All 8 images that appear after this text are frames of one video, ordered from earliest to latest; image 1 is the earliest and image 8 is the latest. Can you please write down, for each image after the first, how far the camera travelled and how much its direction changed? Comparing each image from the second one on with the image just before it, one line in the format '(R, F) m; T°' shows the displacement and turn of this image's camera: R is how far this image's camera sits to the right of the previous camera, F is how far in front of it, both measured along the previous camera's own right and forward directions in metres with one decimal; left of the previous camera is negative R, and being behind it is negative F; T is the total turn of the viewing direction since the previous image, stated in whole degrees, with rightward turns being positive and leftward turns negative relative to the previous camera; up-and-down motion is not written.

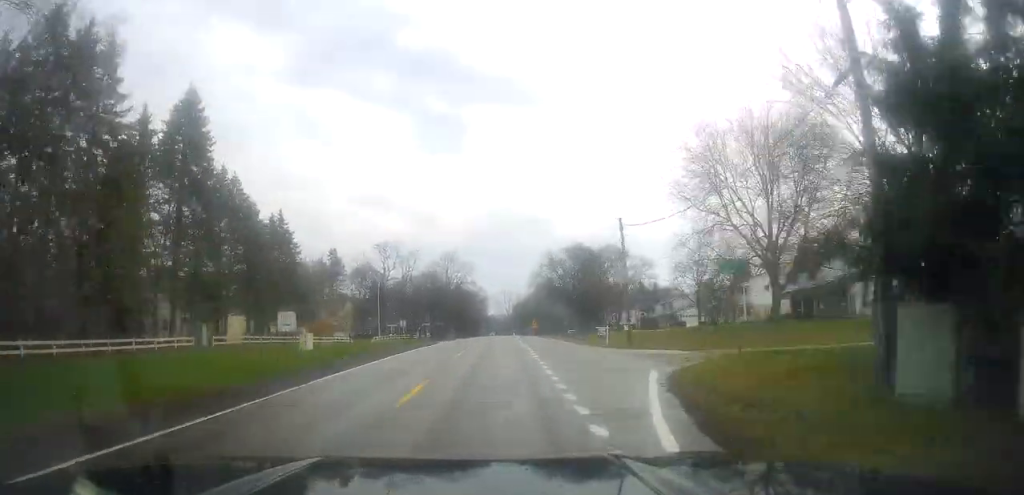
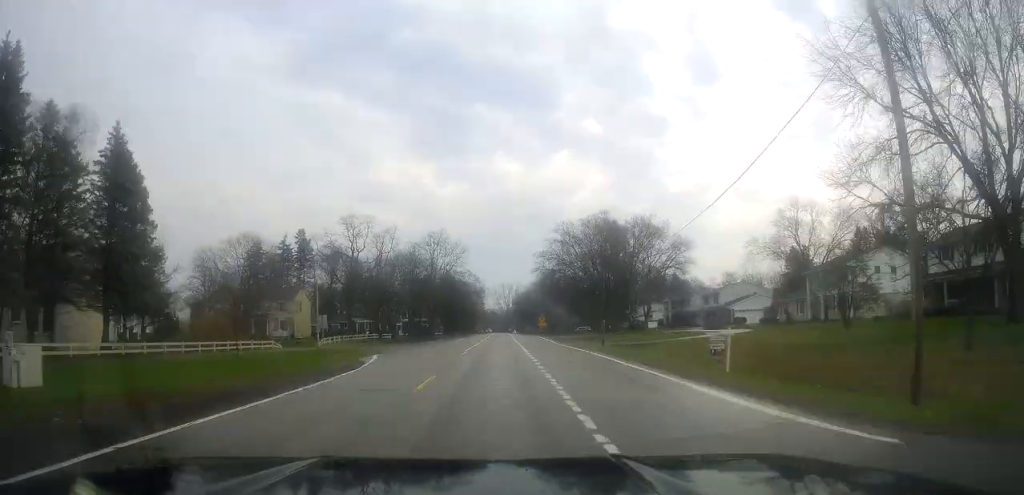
(+0.2, +27.7) m; -1°
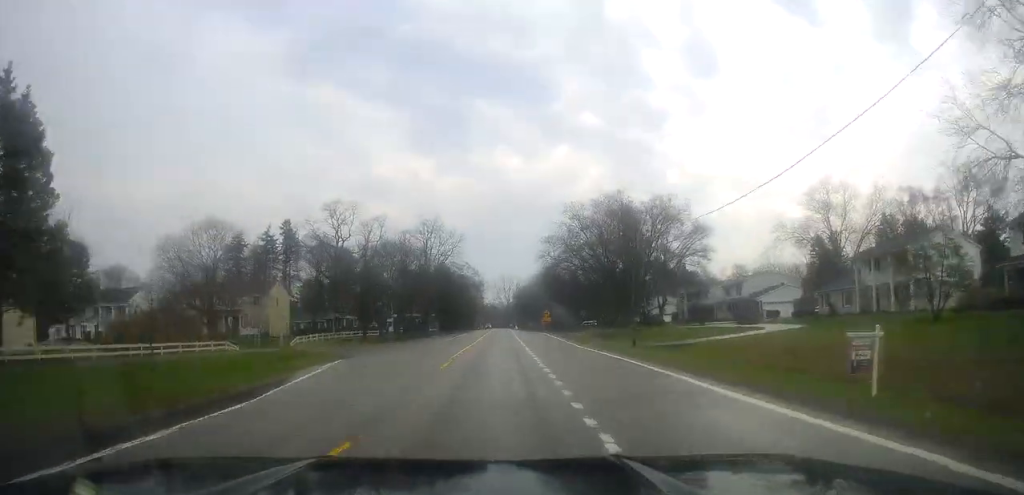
(-0.2, +10.0) m; -1°
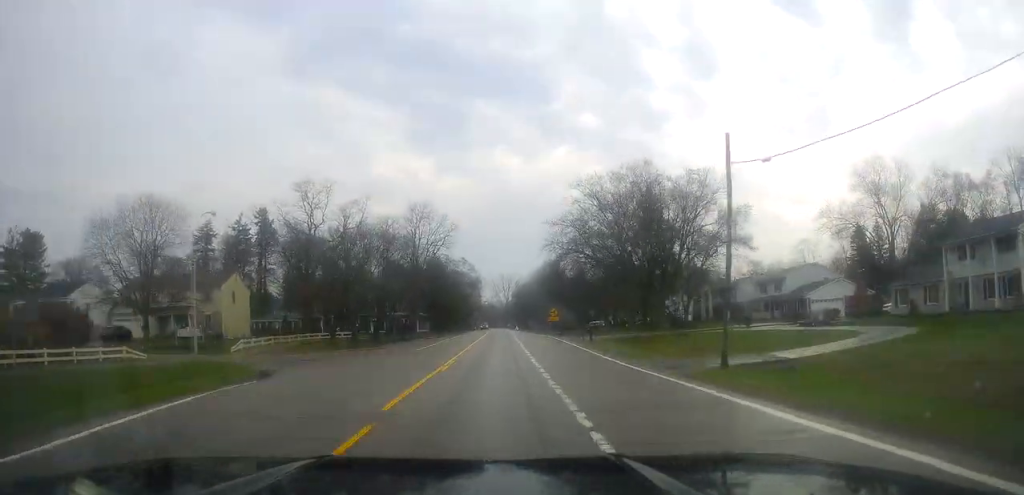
(0.0, +13.7) m; -1°
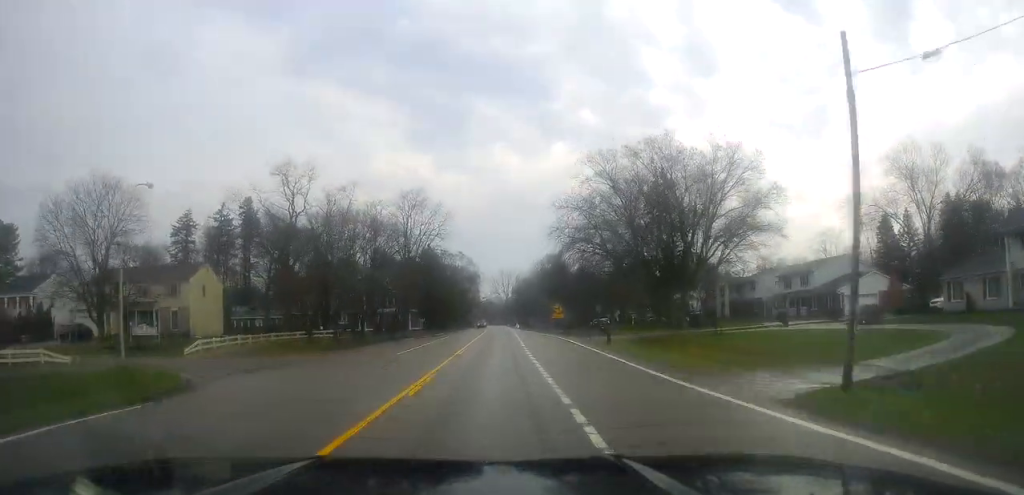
(+0.1, +7.5) m; -1°
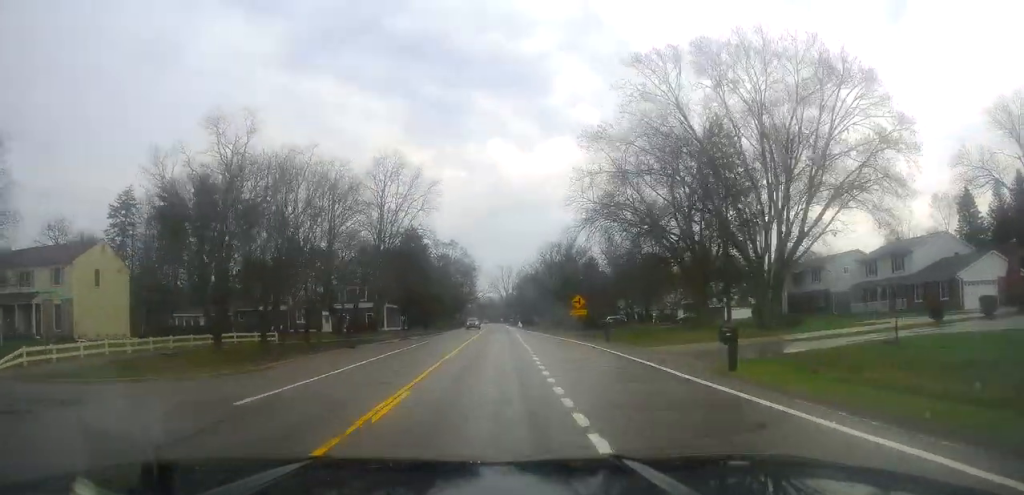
(-0.5, +18.5) m; +2°
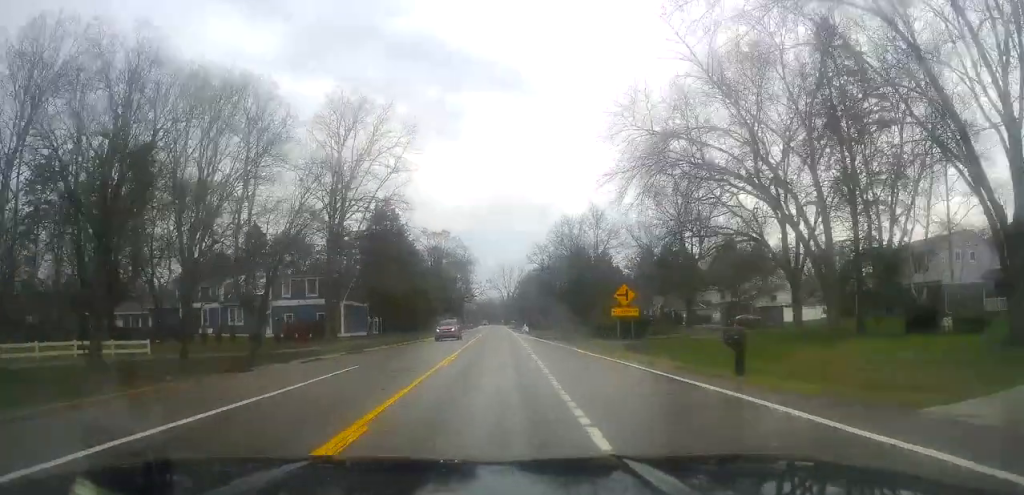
(+1.1, +19.1) m; +3°
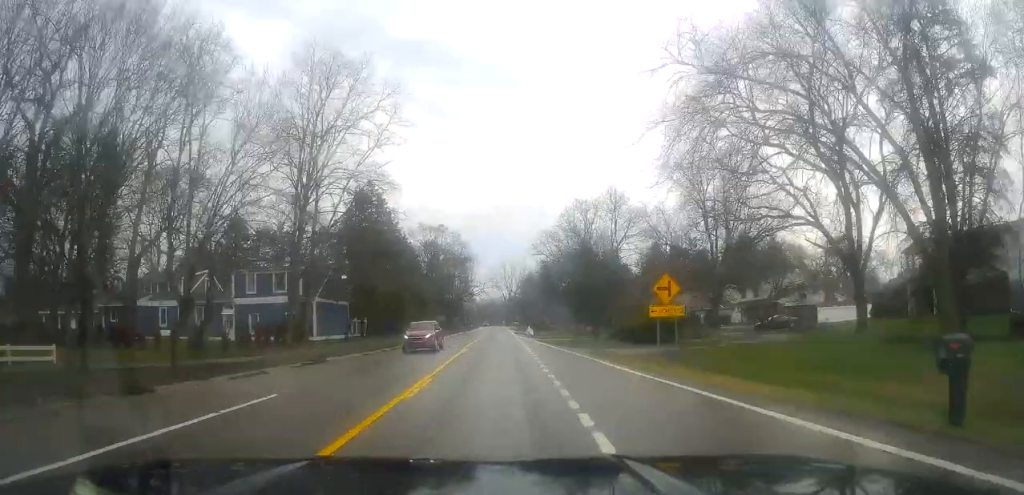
(0.0, +8.1) m; 0°
